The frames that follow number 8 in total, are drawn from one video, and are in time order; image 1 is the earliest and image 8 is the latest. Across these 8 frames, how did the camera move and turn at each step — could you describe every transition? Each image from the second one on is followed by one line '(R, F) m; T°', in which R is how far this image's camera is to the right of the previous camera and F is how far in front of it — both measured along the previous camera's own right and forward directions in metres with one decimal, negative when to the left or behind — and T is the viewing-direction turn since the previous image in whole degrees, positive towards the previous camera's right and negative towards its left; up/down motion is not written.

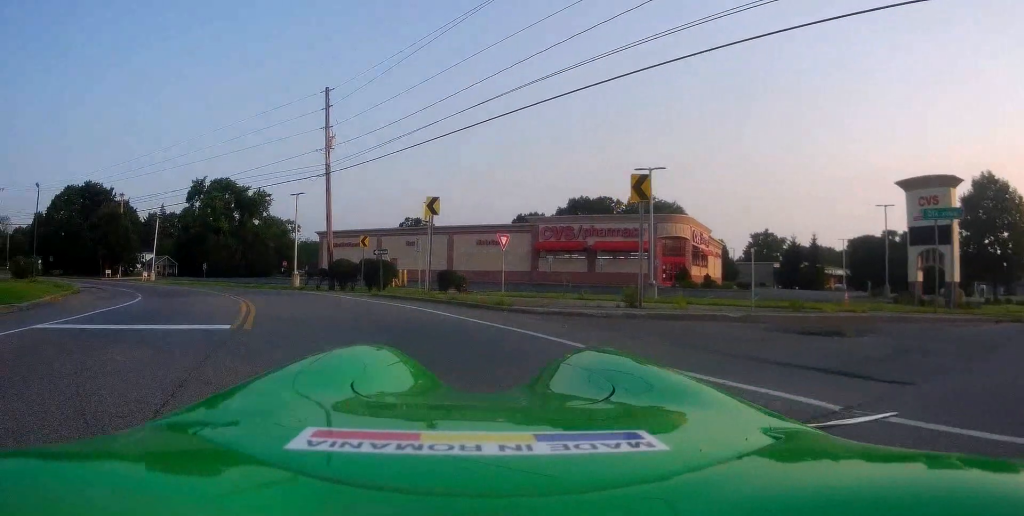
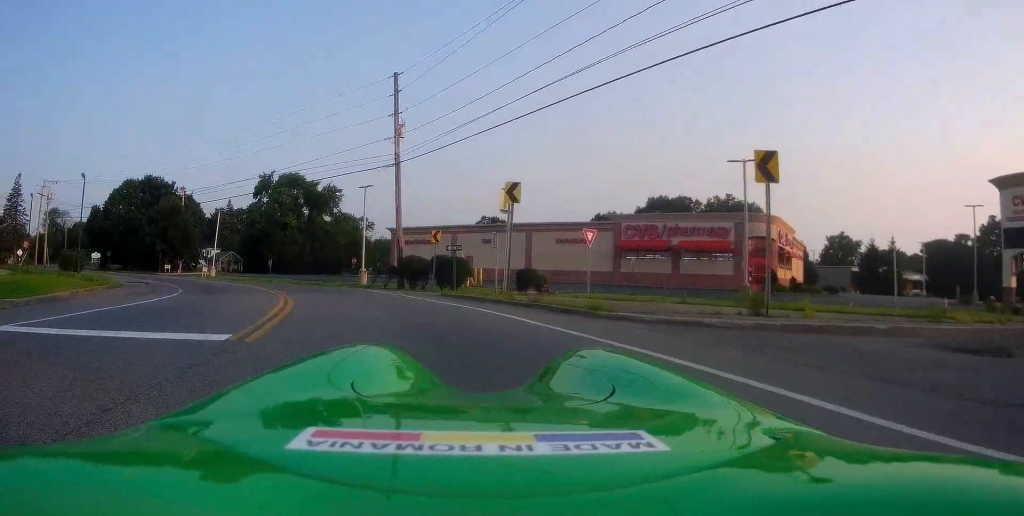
(-0.2, +2.7) m; -9°
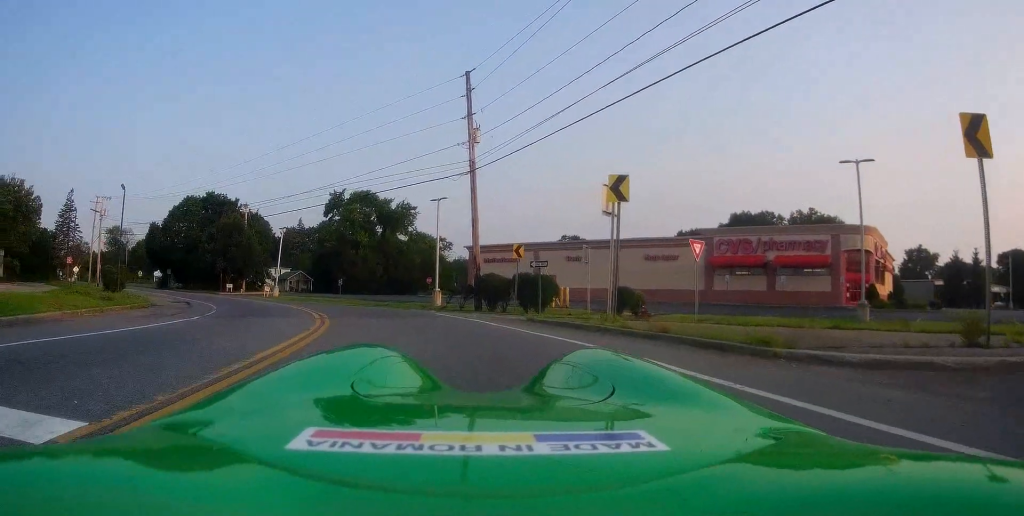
(-0.5, +3.7) m; -5°
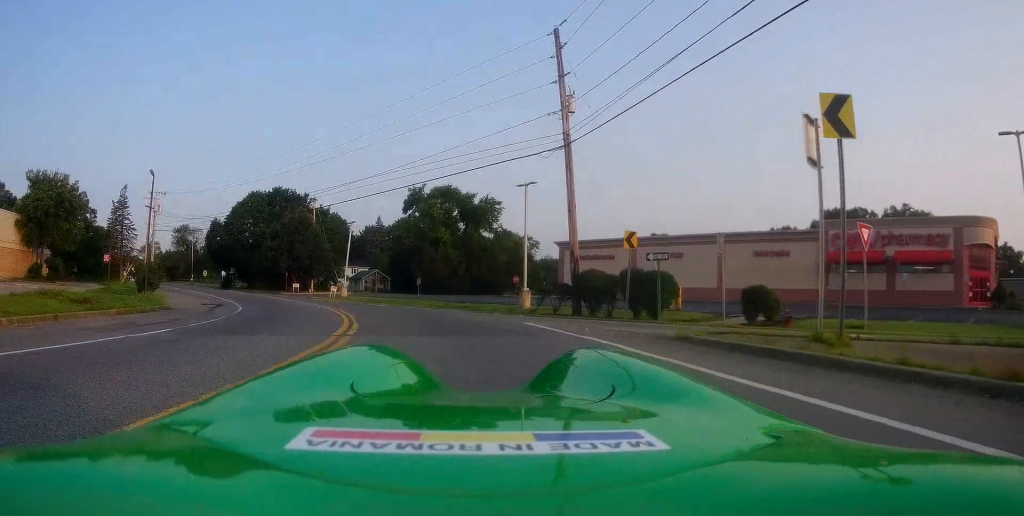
(+0.1, +5.9) m; -1°
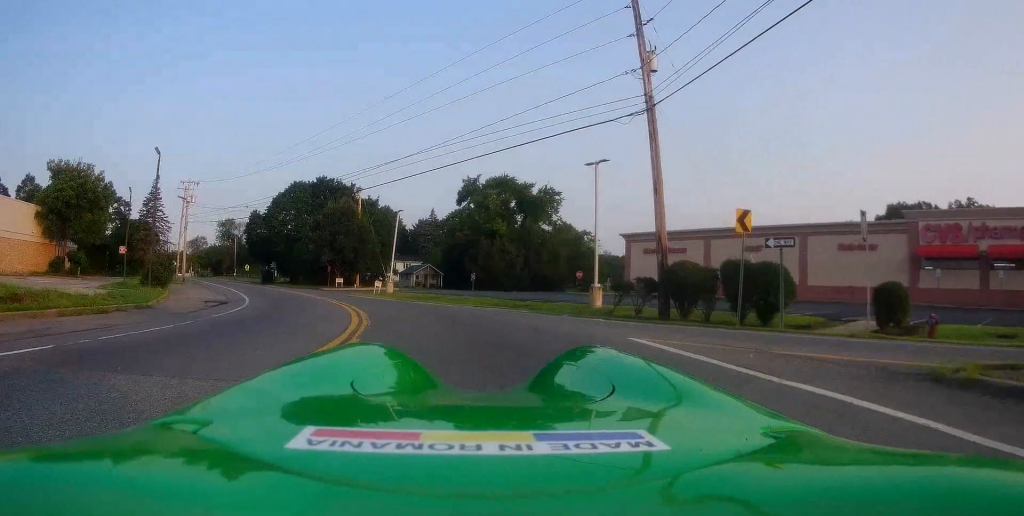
(-0.3, +5.0) m; -12°
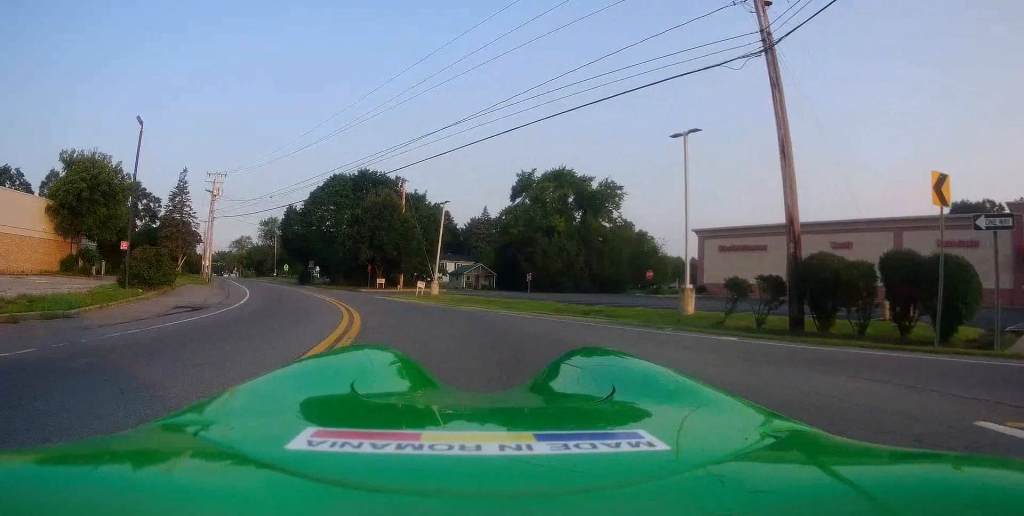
(-0.9, +6.0) m; -10°
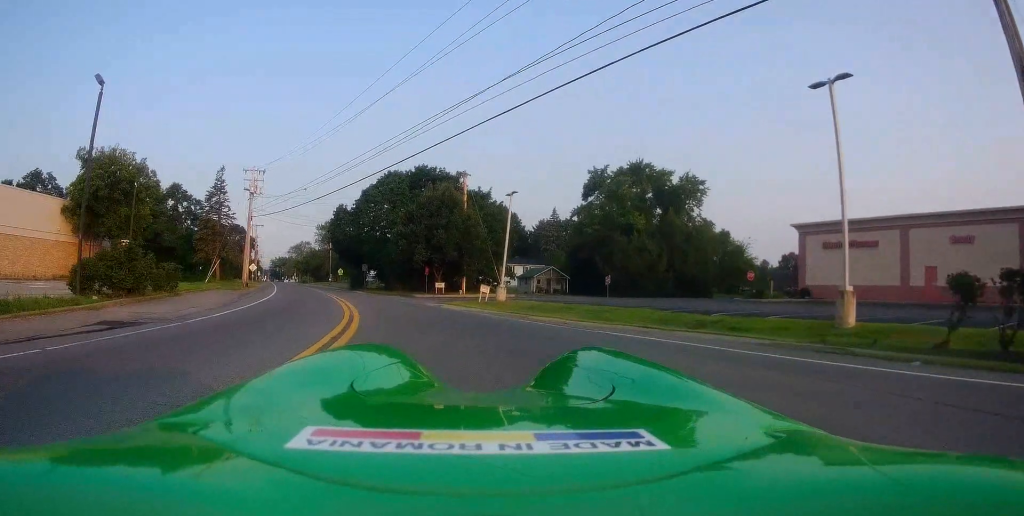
(+0.3, +7.1) m; +3°
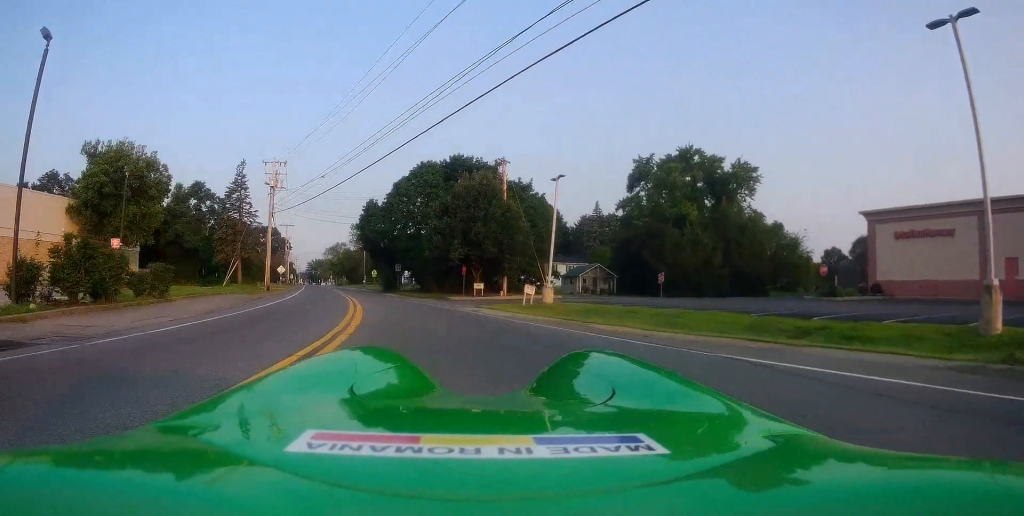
(+0.3, +4.7) m; -5°
